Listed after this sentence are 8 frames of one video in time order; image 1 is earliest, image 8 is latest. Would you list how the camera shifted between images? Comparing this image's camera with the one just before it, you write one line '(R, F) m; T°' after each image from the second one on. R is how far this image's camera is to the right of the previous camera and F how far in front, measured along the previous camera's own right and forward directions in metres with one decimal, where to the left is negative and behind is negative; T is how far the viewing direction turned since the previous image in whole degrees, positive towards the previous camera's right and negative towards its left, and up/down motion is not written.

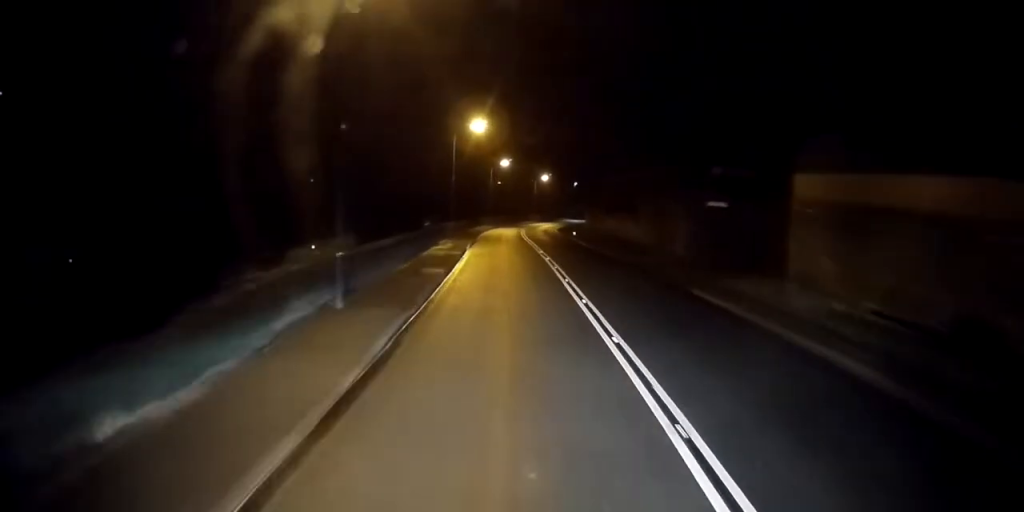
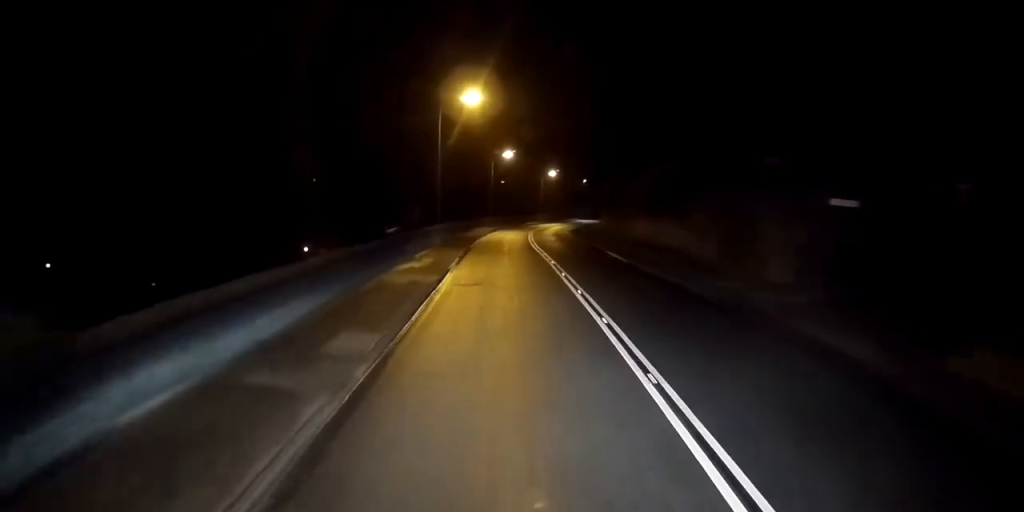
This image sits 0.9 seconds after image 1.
(+0.3, +11.6) m; +2°
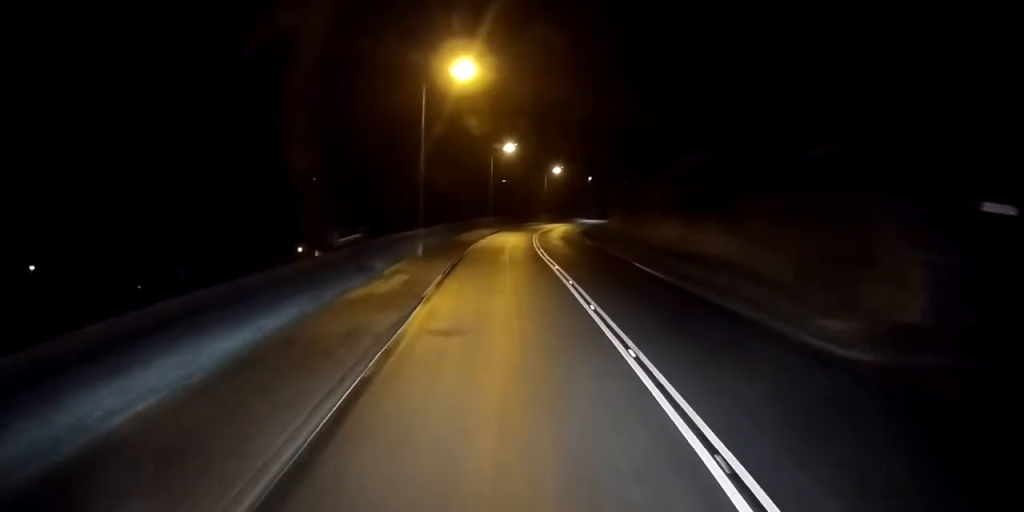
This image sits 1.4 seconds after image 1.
(0.0, +7.1) m; 0°
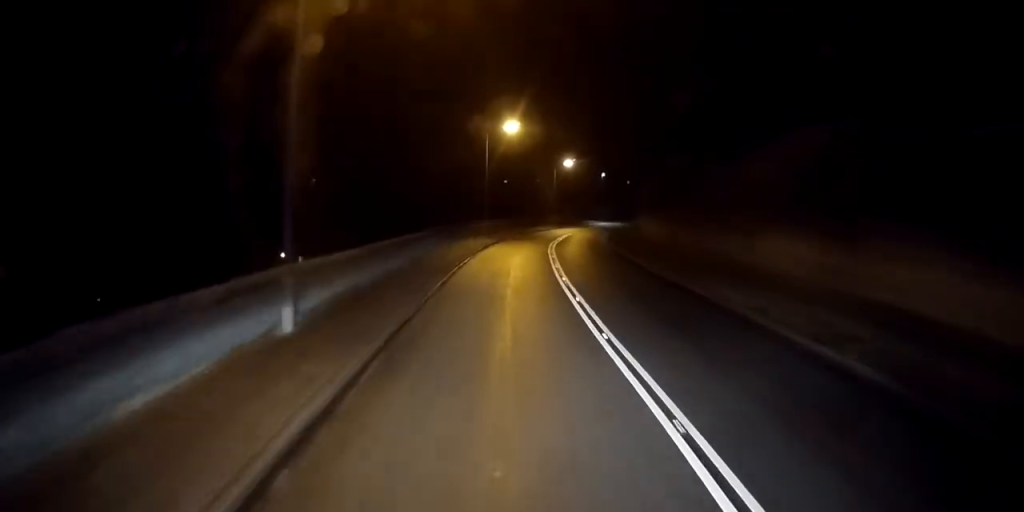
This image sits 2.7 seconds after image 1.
(+0.2, +17.2) m; +2°
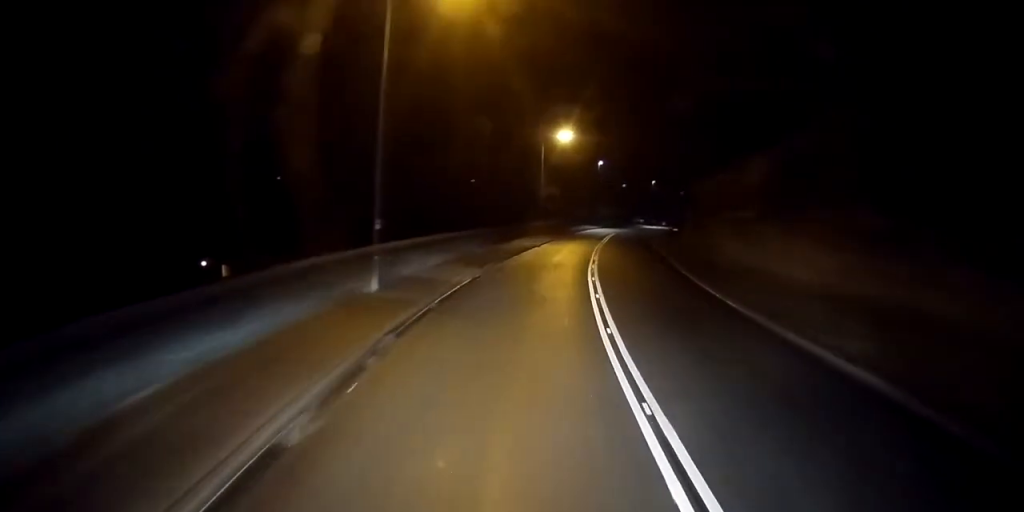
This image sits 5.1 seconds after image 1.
(+0.5, +33.7) m; +1°
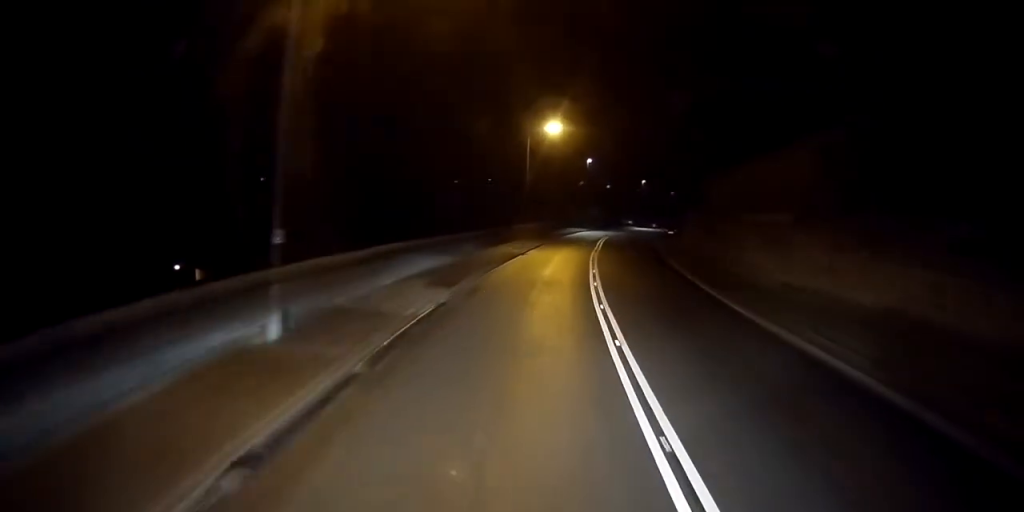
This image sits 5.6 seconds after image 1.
(0.0, +6.0) m; 0°
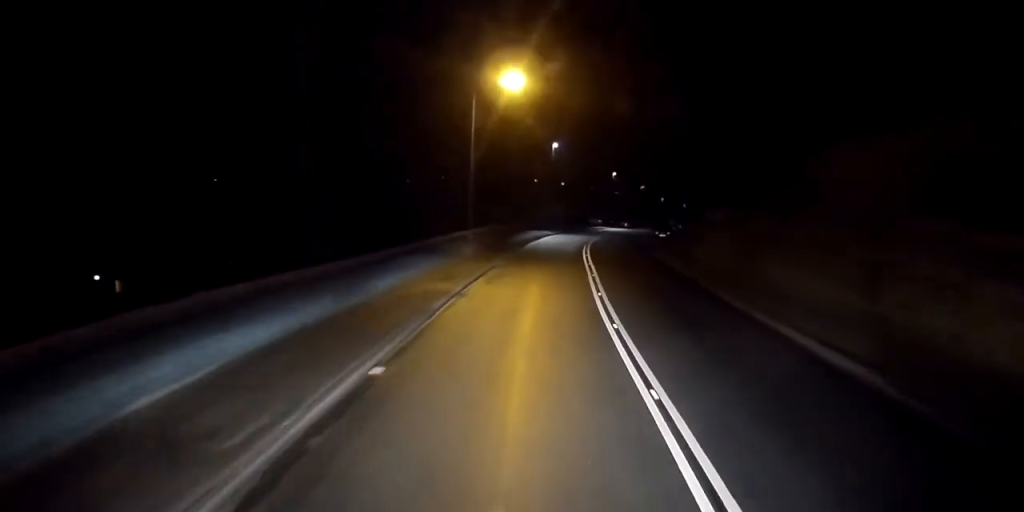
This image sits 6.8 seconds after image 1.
(0.0, +18.0) m; 0°
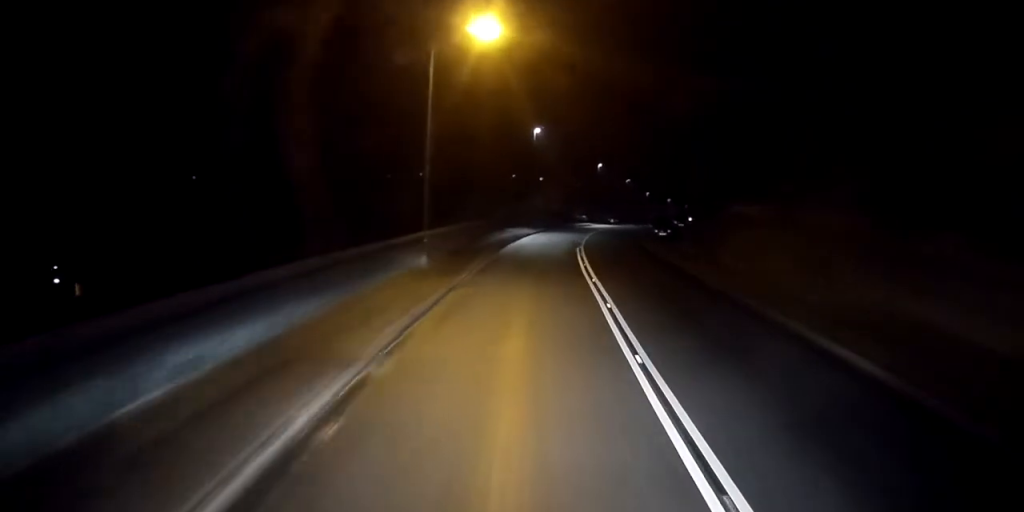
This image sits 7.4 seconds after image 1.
(0.0, +8.6) m; 0°
